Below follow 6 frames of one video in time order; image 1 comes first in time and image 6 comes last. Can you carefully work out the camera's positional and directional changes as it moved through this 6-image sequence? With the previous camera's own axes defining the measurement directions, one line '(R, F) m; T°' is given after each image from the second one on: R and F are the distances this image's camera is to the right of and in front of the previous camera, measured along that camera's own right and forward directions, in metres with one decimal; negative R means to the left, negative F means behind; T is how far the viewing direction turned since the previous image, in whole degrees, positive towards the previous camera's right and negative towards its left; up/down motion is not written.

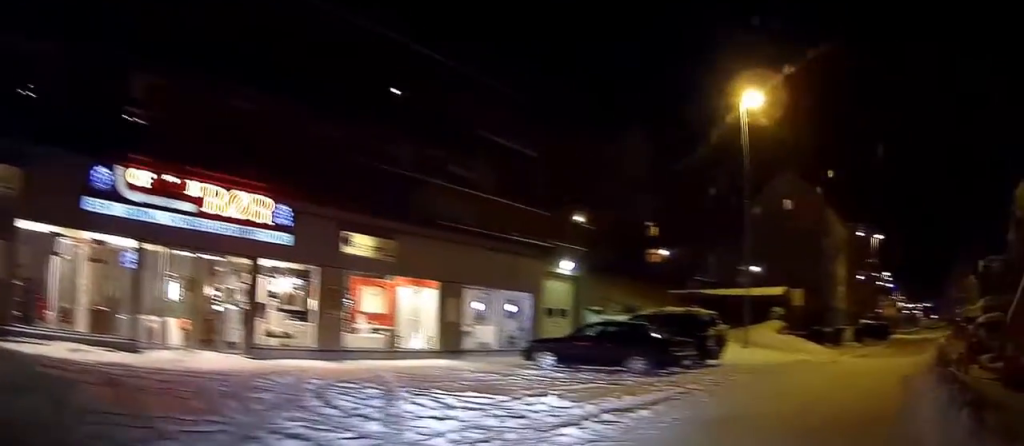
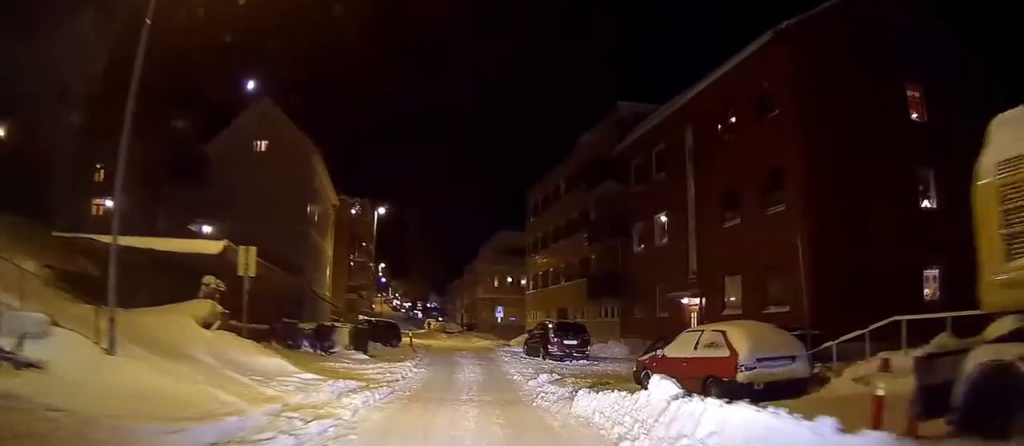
(+7.5, +12.4) m; +39°
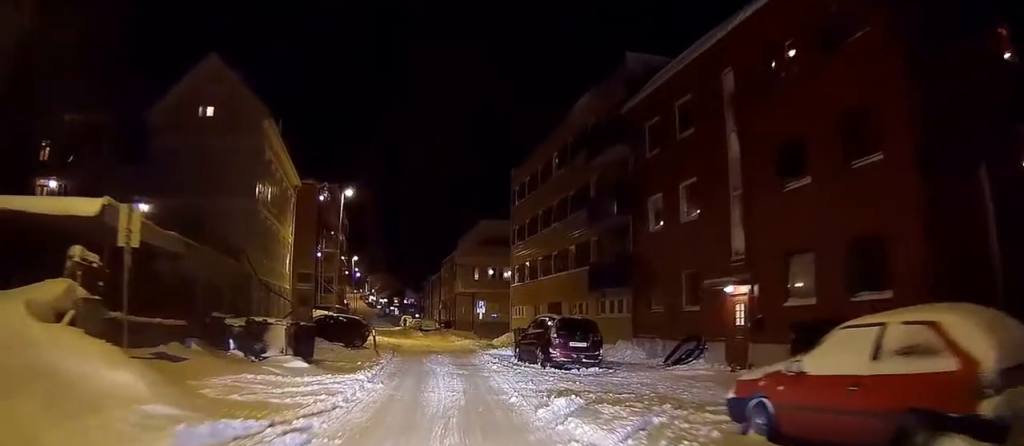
(0.0, +5.9) m; 0°
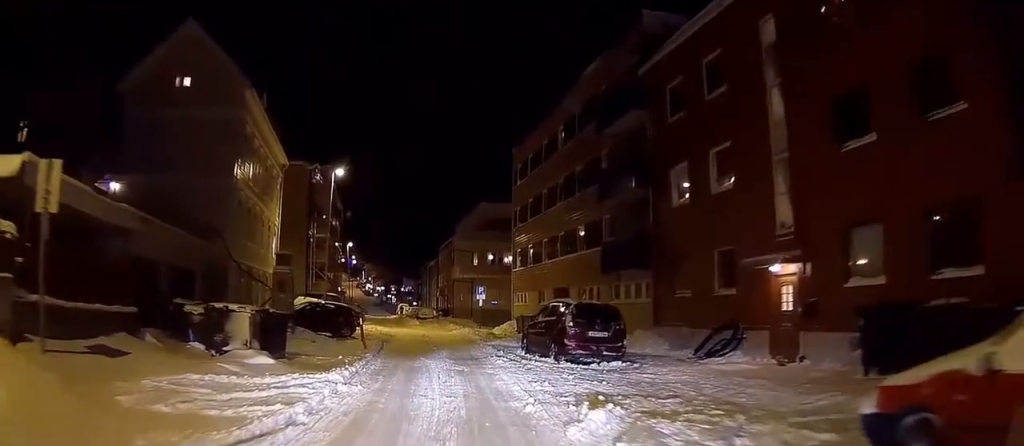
(0.0, +2.9) m; 0°
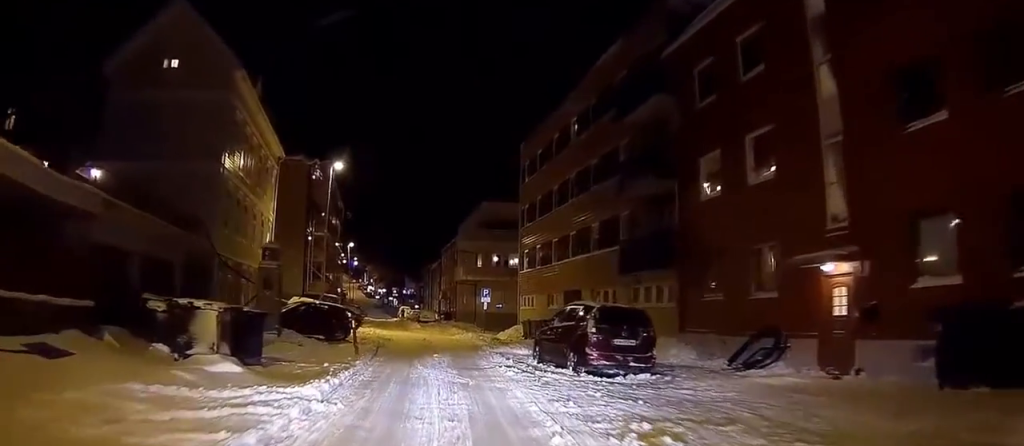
(0.0, +2.2) m; 0°
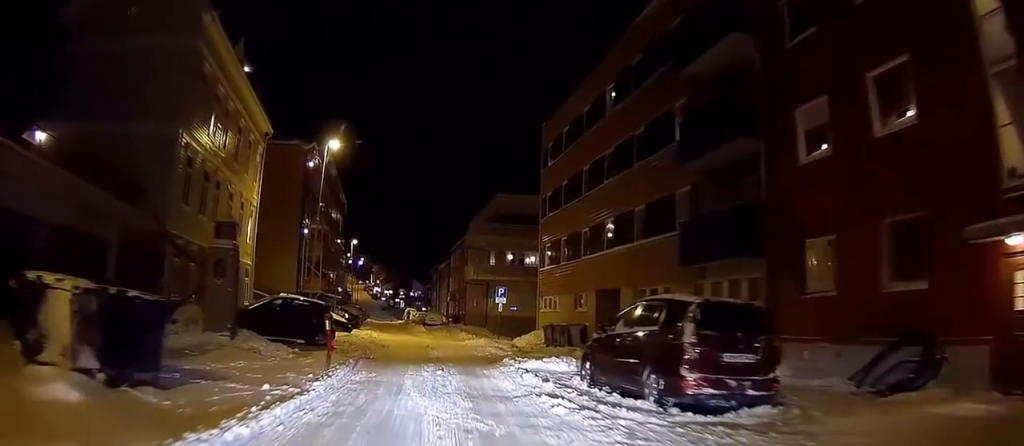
(0.0, +5.1) m; 0°
